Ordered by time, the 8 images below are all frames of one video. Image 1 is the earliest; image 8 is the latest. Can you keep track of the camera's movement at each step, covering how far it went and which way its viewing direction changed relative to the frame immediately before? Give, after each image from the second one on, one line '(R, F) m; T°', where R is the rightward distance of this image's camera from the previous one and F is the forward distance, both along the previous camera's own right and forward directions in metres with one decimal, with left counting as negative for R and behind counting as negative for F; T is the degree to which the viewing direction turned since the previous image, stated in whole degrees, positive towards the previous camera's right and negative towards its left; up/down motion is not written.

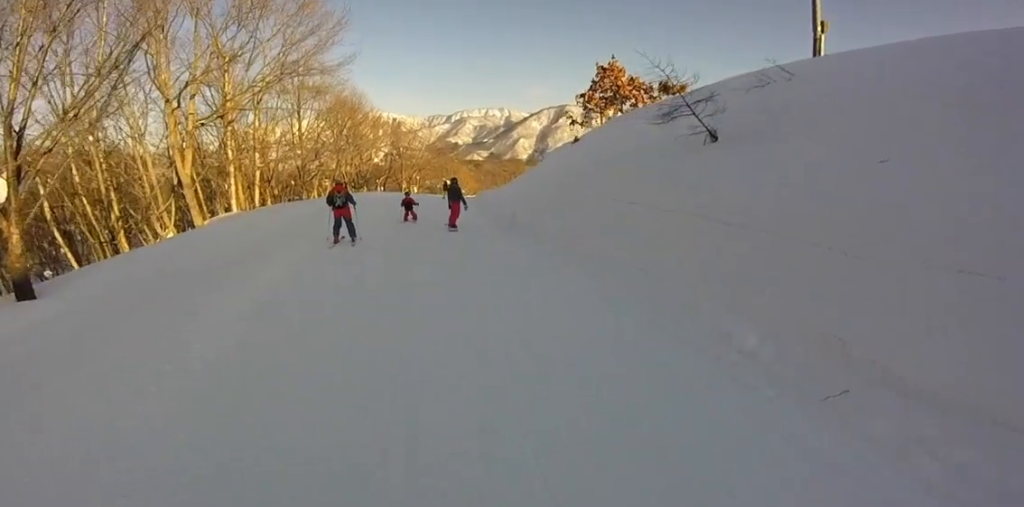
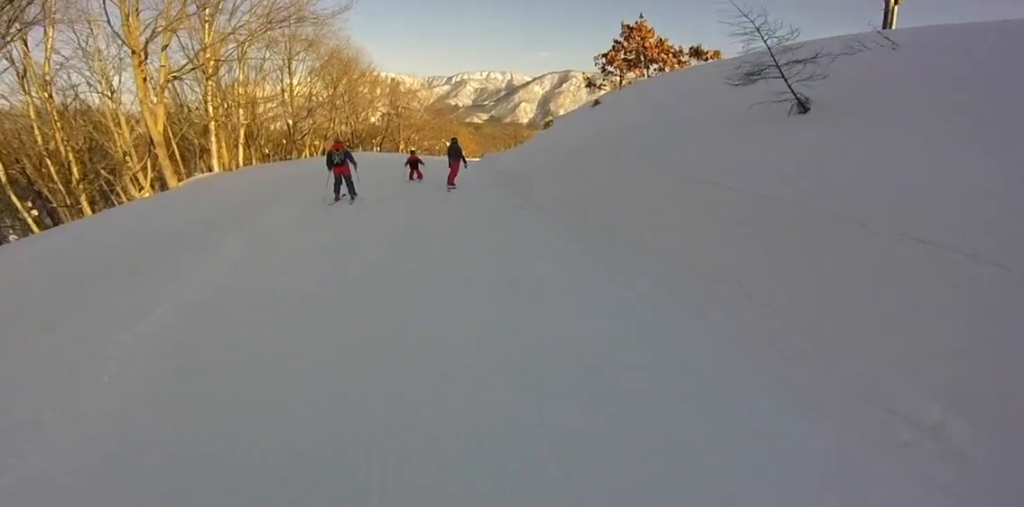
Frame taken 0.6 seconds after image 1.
(0.0, +1.6) m; 0°
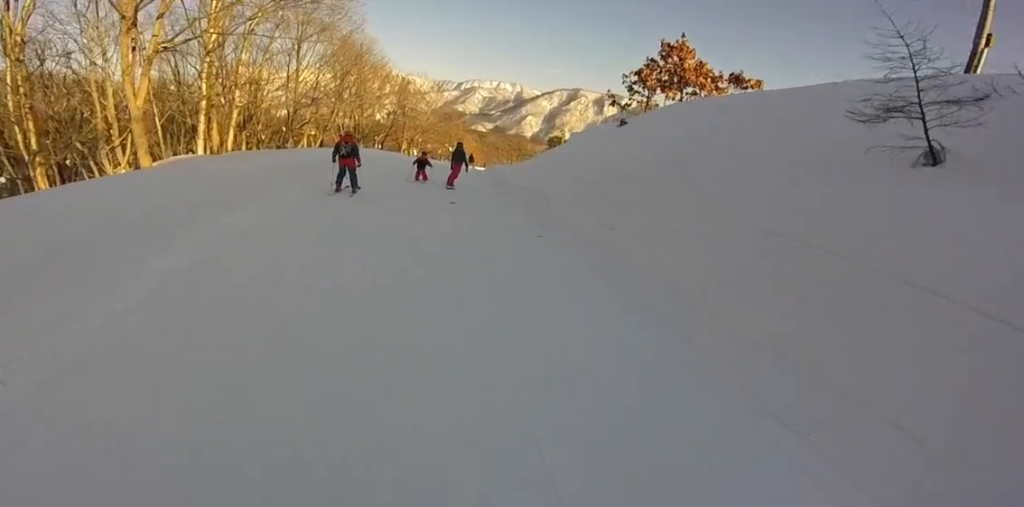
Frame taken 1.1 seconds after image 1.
(0.0, +1.7) m; 0°
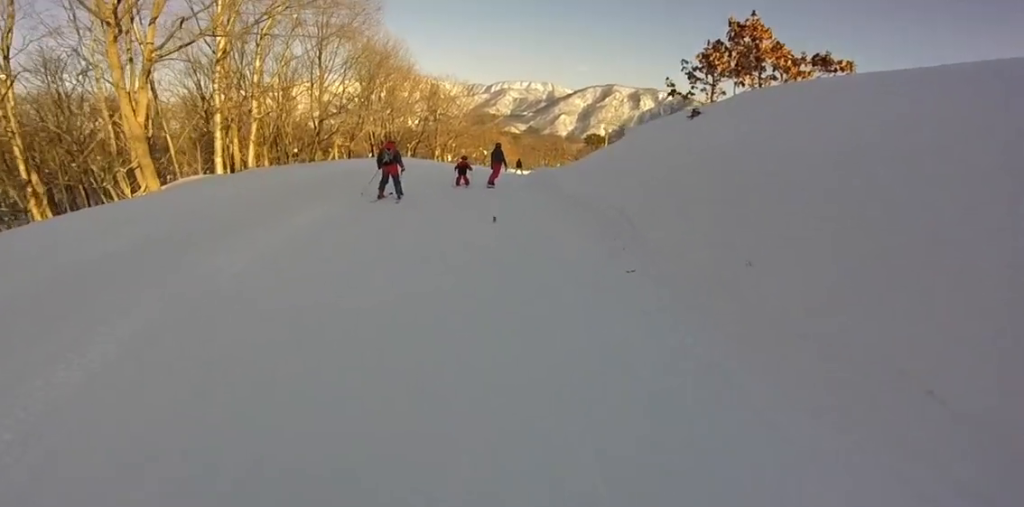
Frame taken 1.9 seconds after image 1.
(0.0, +2.0) m; 0°
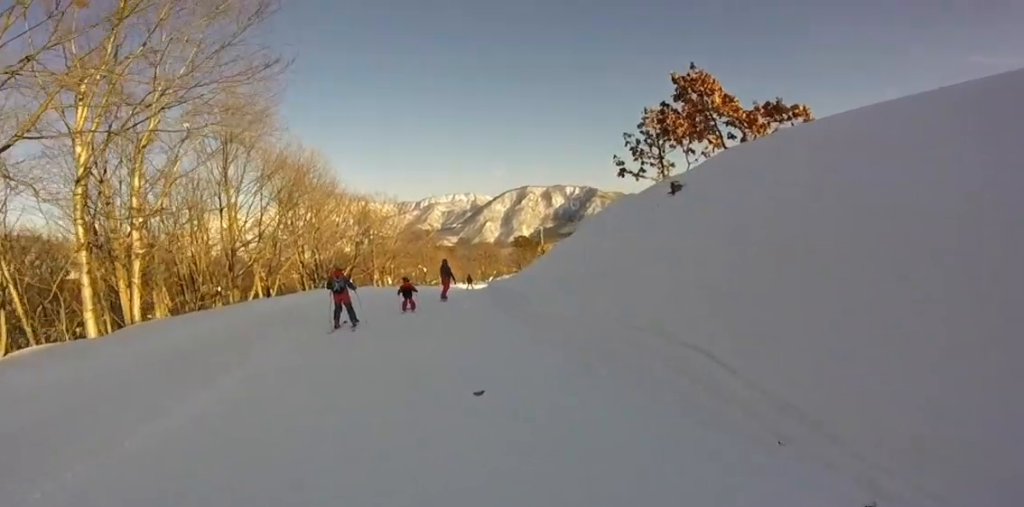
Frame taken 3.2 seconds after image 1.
(0.0, +3.1) m; 0°
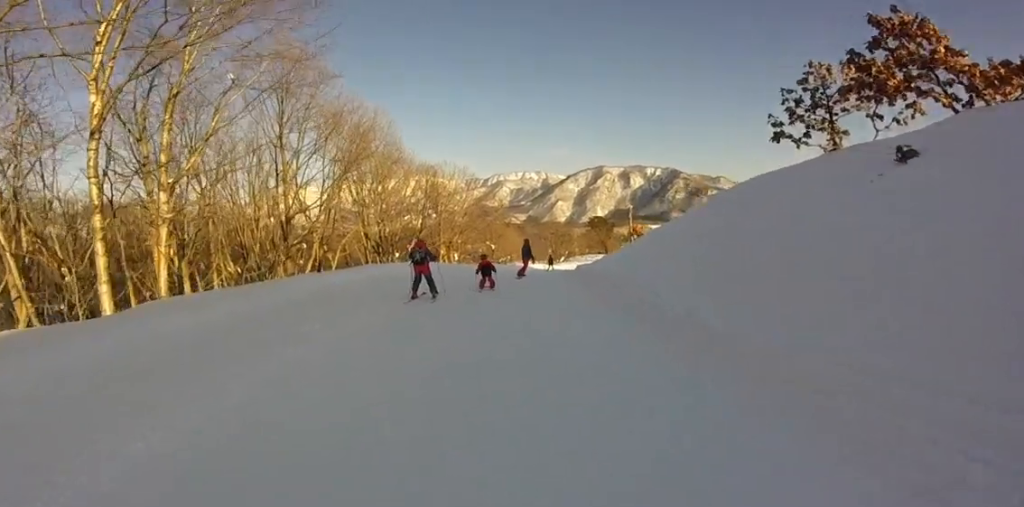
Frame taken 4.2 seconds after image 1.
(0.0, +2.1) m; 0°
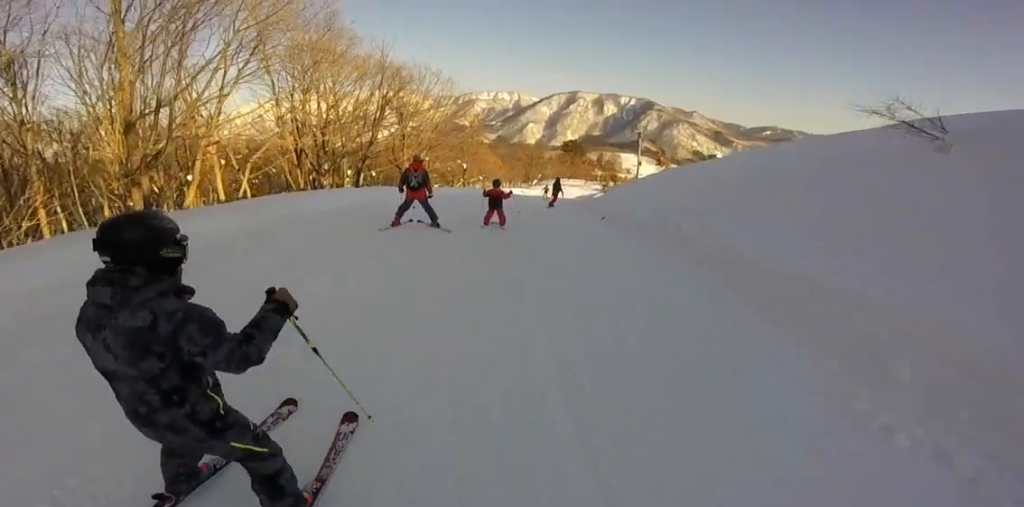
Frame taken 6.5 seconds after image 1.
(0.0, +5.0) m; 0°
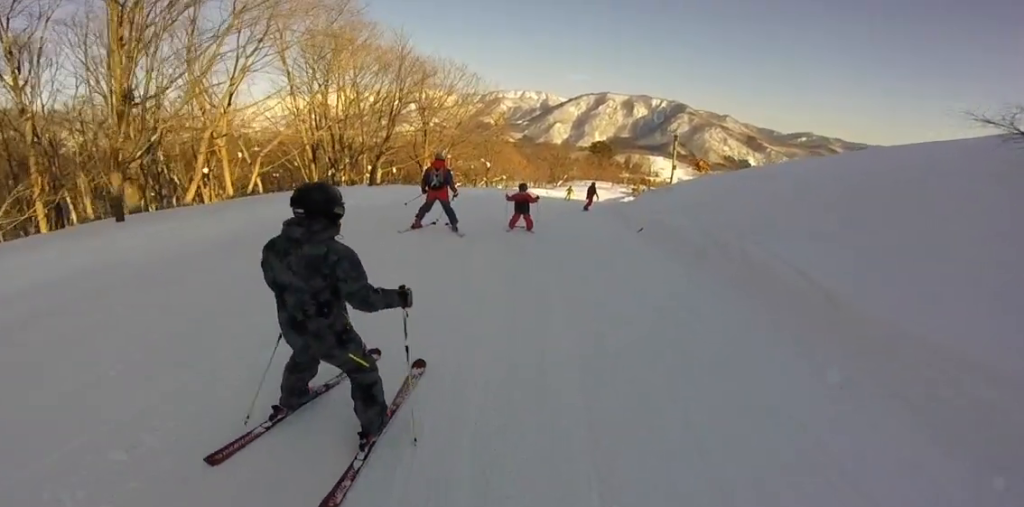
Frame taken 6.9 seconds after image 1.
(0.0, +1.1) m; 0°
